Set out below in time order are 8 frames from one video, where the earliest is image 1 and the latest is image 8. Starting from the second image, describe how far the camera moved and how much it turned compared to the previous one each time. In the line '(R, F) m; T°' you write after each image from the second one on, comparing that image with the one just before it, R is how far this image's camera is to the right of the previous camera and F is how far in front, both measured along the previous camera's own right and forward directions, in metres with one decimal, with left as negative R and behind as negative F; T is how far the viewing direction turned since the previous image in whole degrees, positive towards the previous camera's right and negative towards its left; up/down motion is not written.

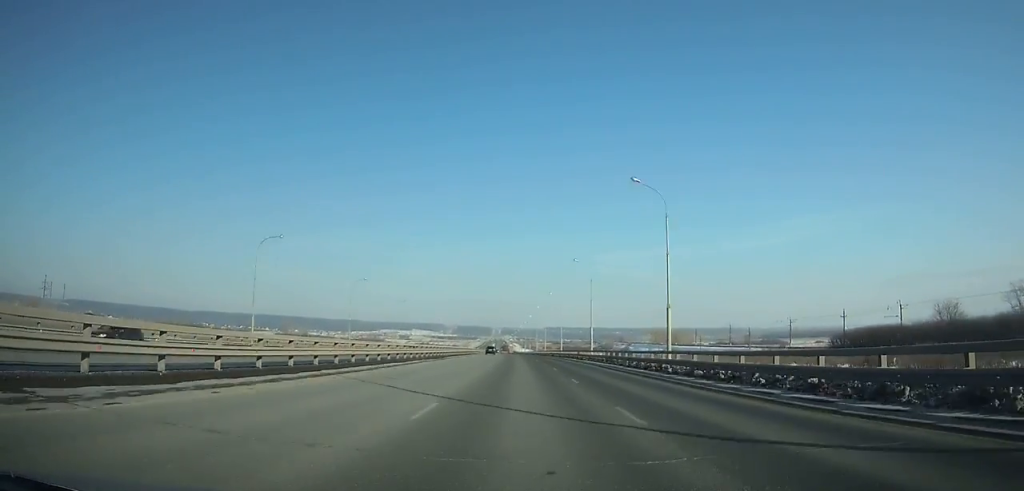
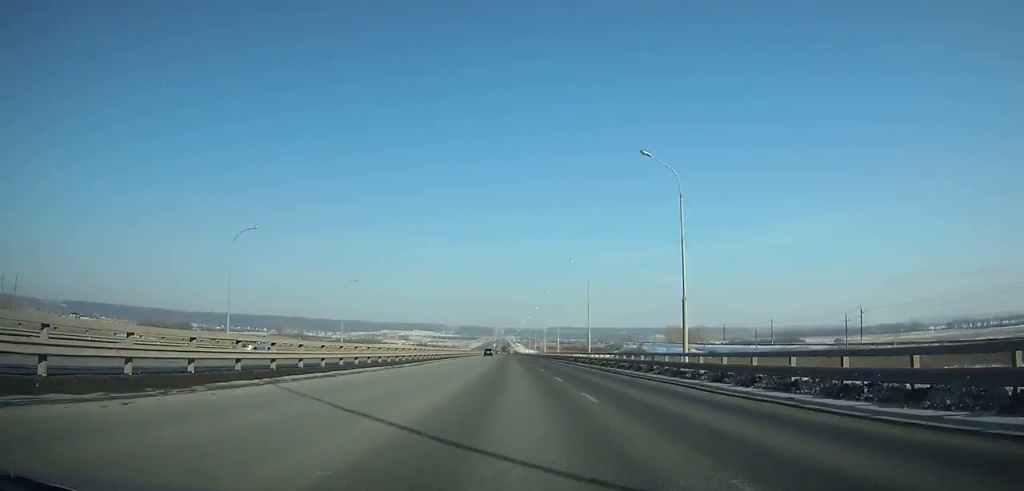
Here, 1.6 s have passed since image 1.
(-0.2, +42.7) m; -1°
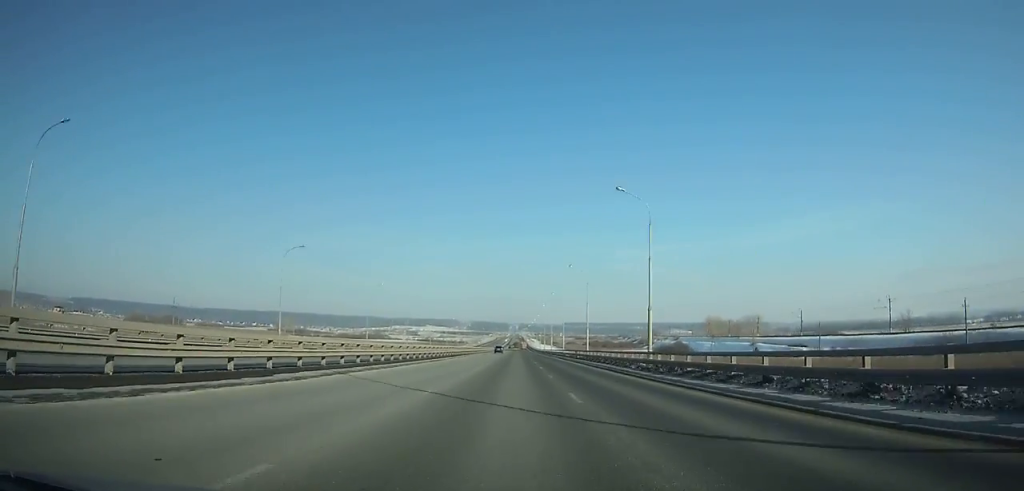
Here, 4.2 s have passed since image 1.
(-0.5, +69.5) m; -1°
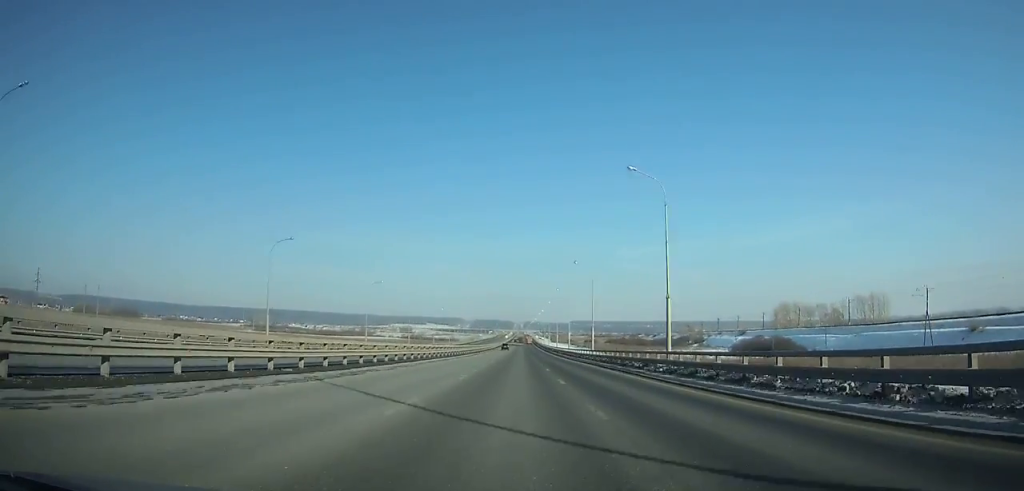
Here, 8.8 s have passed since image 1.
(-0.9, +122.1) m; 0°
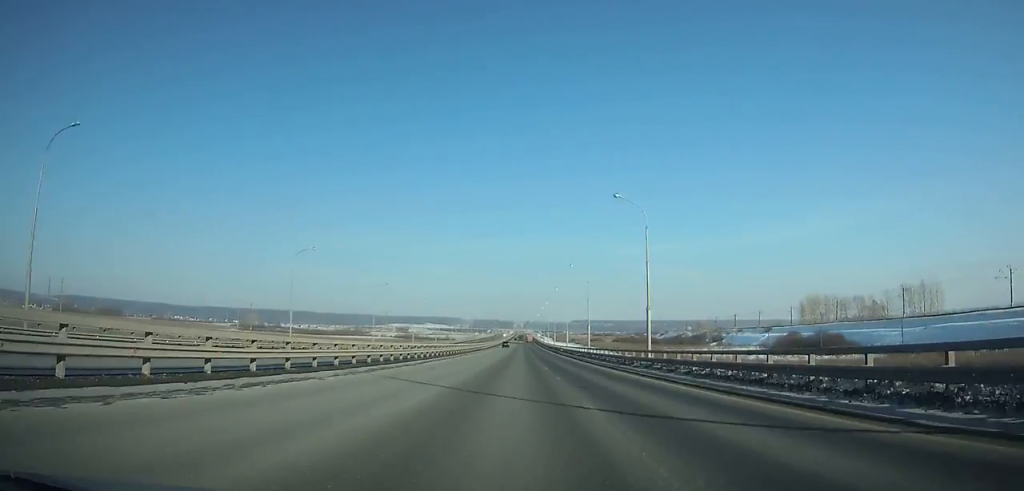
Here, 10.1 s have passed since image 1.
(0.0, +34.4) m; 0°
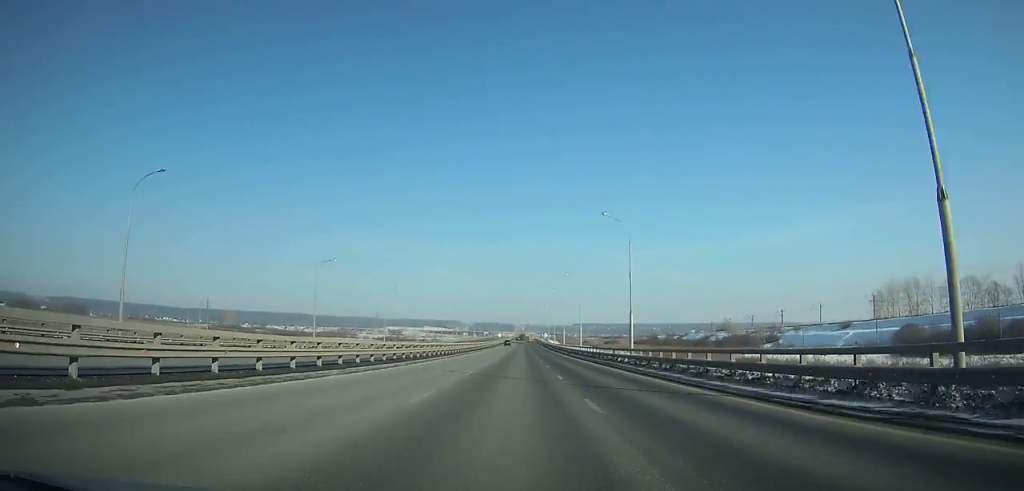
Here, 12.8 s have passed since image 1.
(+0.3, +71.1) m; 0°
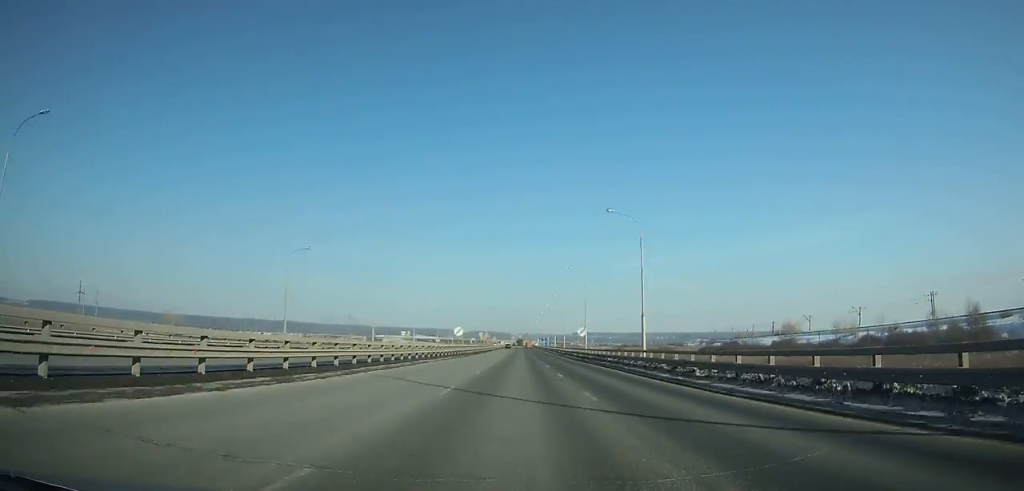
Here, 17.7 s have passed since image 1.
(+0.1, +129.1) m; 0°
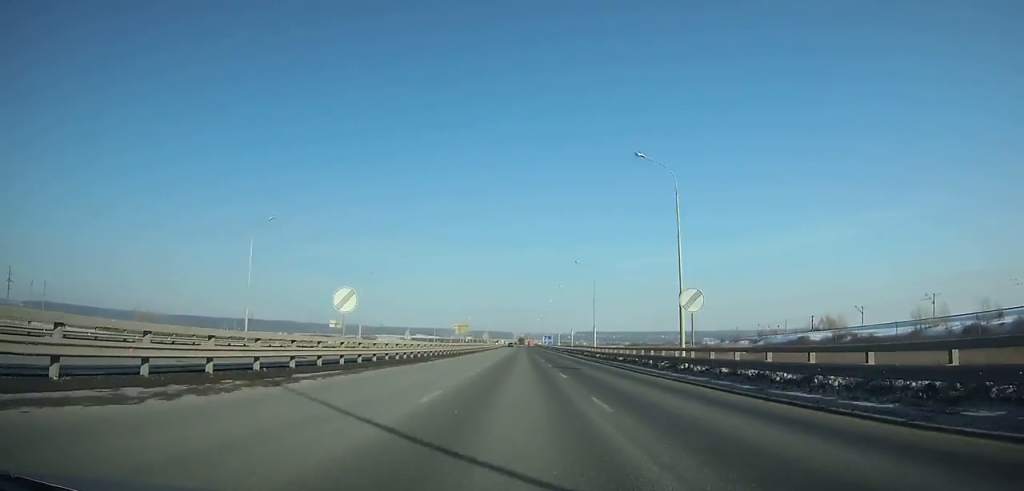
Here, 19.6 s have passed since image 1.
(0.0, +50.0) m; 0°
